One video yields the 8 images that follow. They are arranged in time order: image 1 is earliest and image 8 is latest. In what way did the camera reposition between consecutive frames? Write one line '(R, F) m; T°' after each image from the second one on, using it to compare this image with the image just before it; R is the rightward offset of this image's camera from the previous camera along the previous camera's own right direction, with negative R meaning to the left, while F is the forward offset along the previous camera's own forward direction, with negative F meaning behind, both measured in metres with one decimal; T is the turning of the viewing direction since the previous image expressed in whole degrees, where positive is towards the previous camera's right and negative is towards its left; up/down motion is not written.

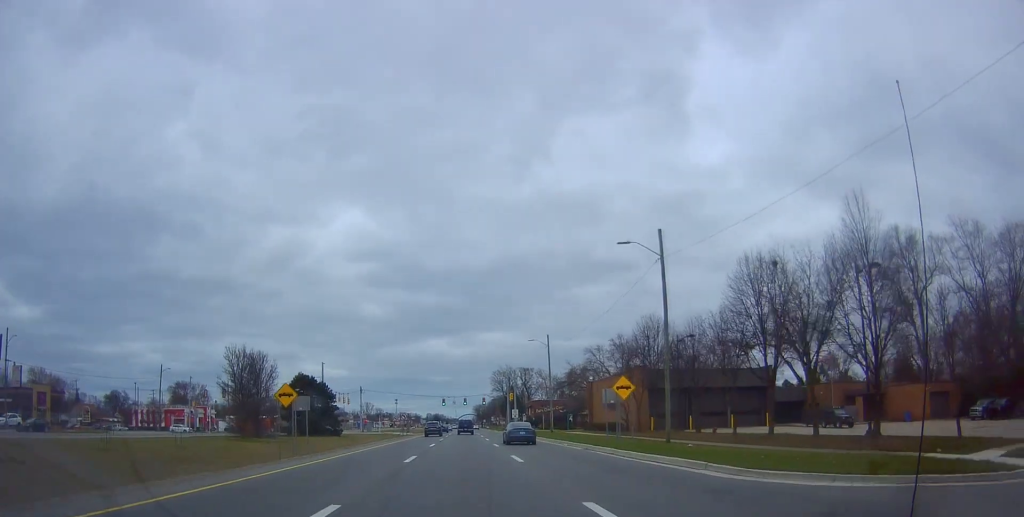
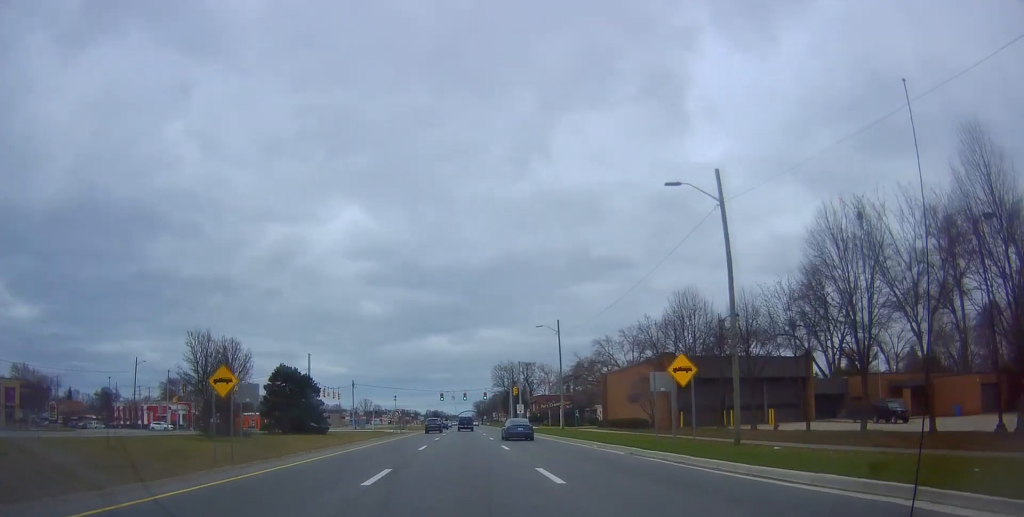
(-0.4, +8.4) m; 0°
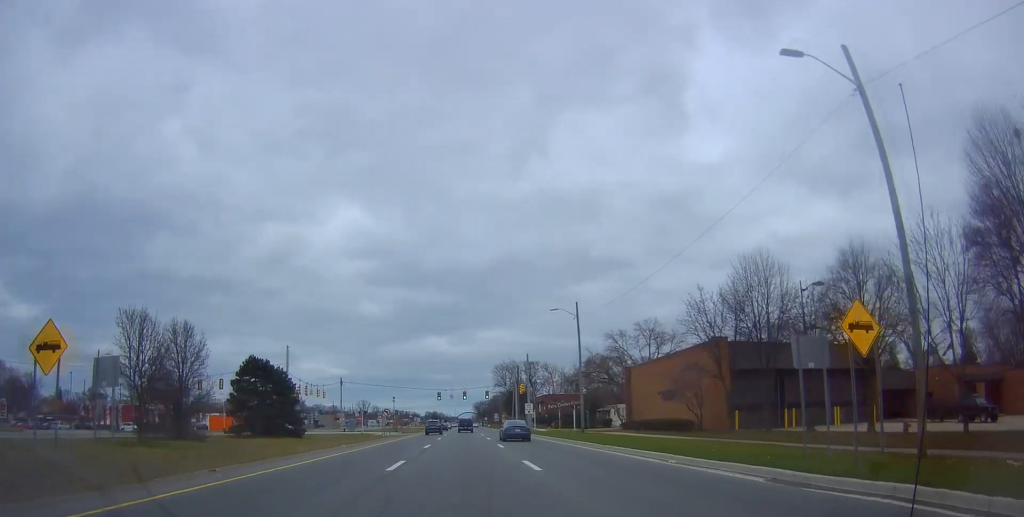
(-0.4, +11.0) m; 0°
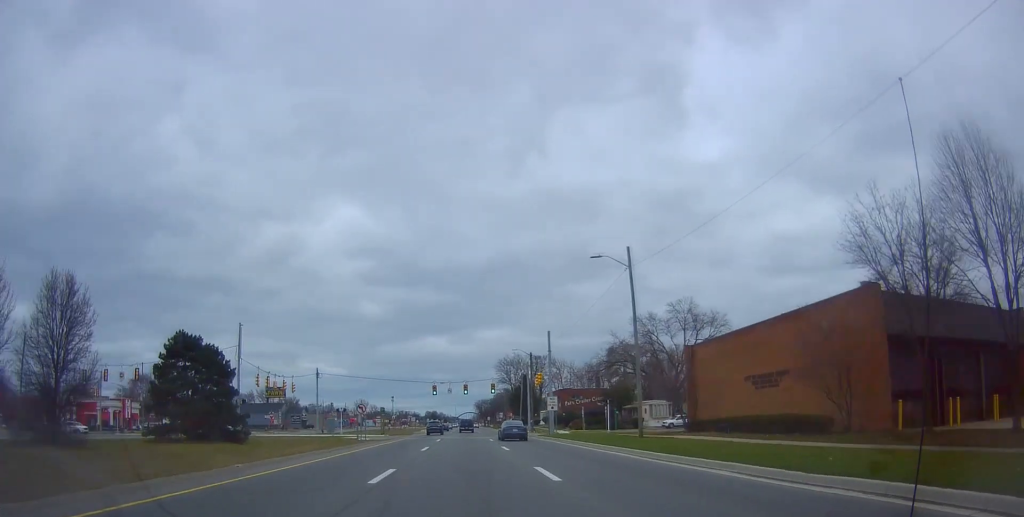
(+0.7, +17.4) m; +1°
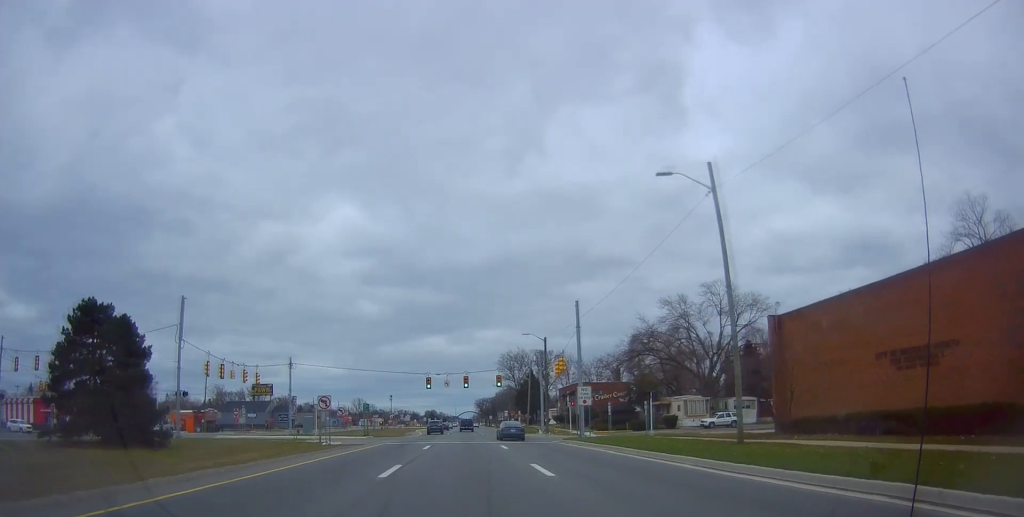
(-0.2, +13.3) m; -2°
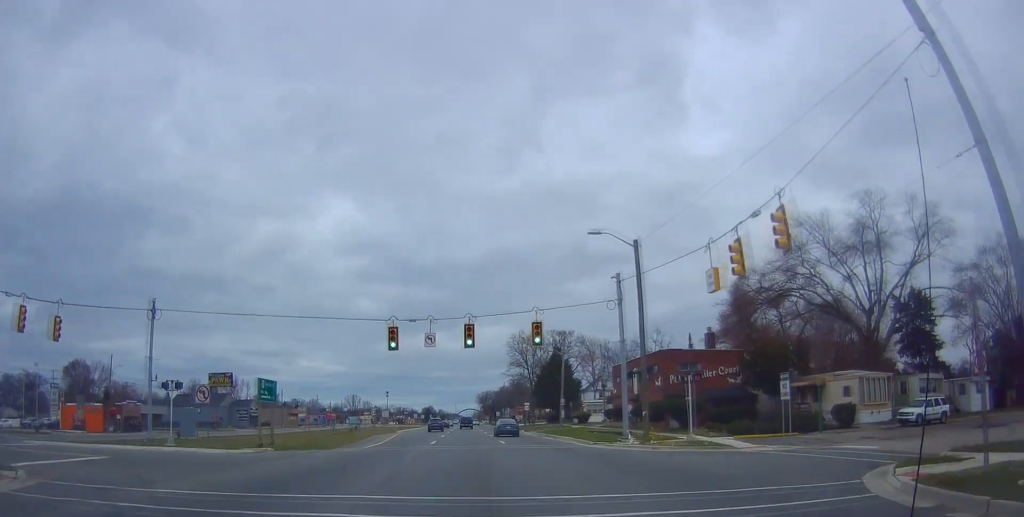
(-0.9, +33.6) m; -1°
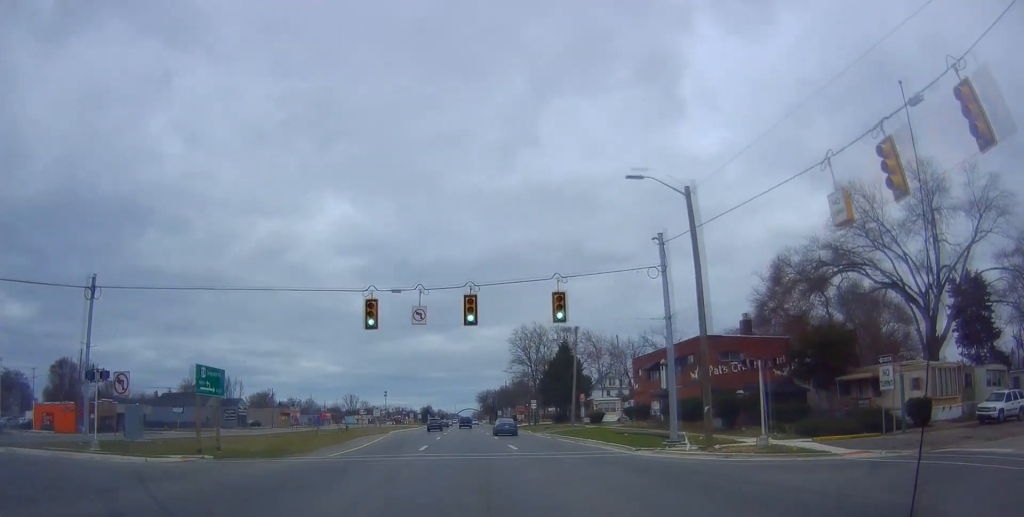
(-0.1, +7.7) m; +1°
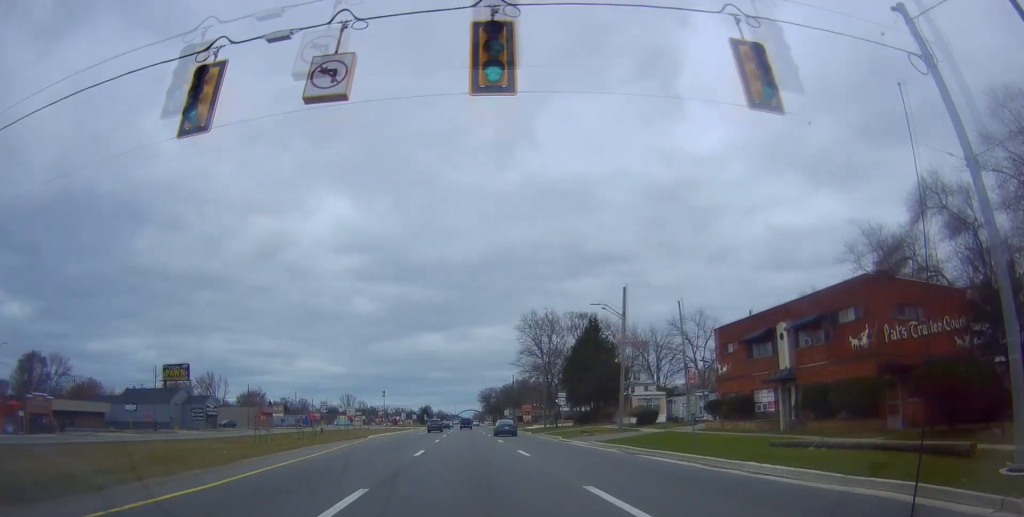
(+0.6, +18.5) m; +2°
